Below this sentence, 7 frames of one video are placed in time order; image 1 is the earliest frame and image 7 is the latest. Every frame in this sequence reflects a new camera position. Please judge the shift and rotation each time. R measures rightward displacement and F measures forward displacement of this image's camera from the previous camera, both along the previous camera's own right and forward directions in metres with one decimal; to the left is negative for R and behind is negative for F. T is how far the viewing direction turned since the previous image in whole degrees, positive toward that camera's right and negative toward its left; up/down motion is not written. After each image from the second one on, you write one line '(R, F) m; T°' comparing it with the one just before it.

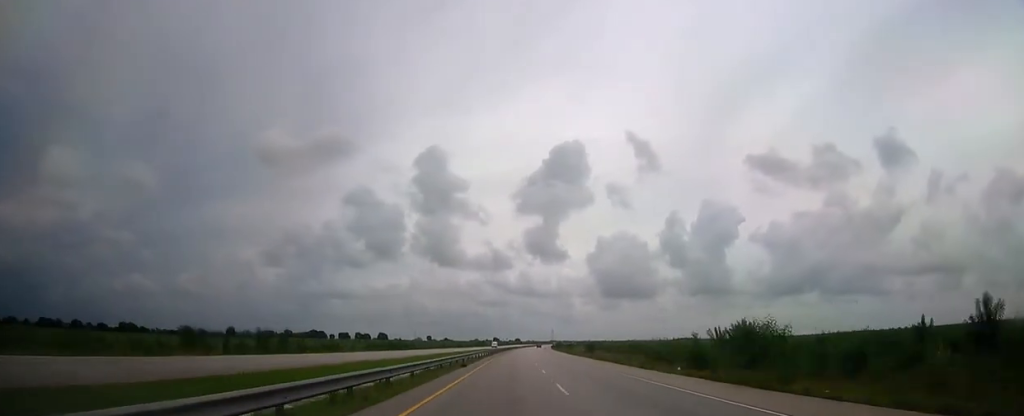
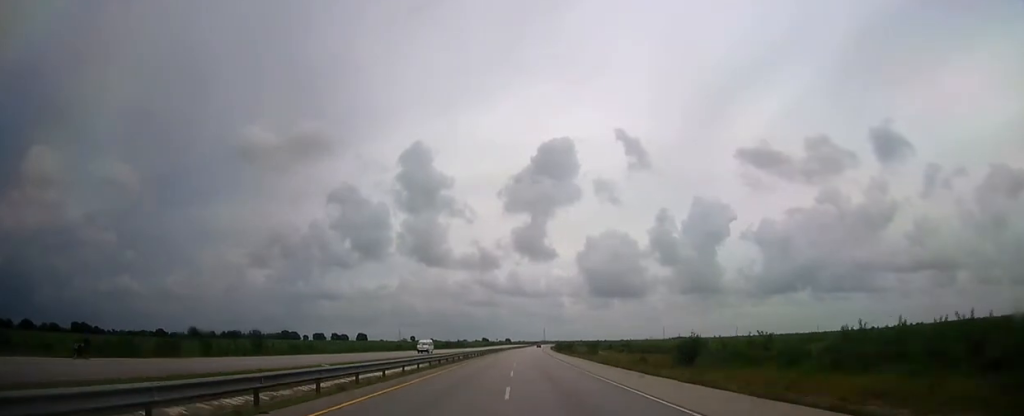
(+0.6, +74.1) m; +1°
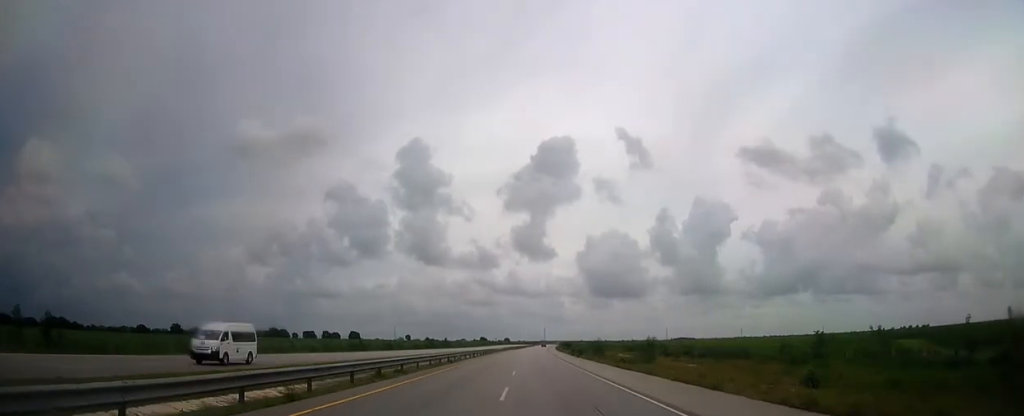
(+0.2, +35.7) m; 0°
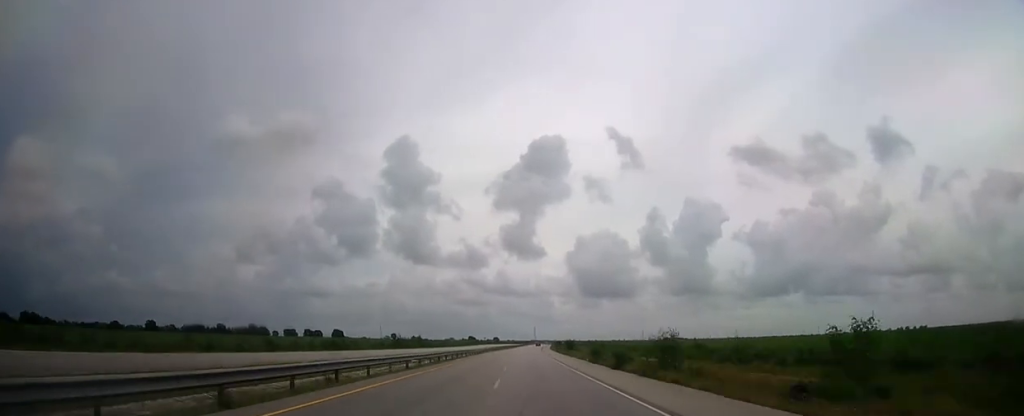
(0.0, +32.4) m; 0°
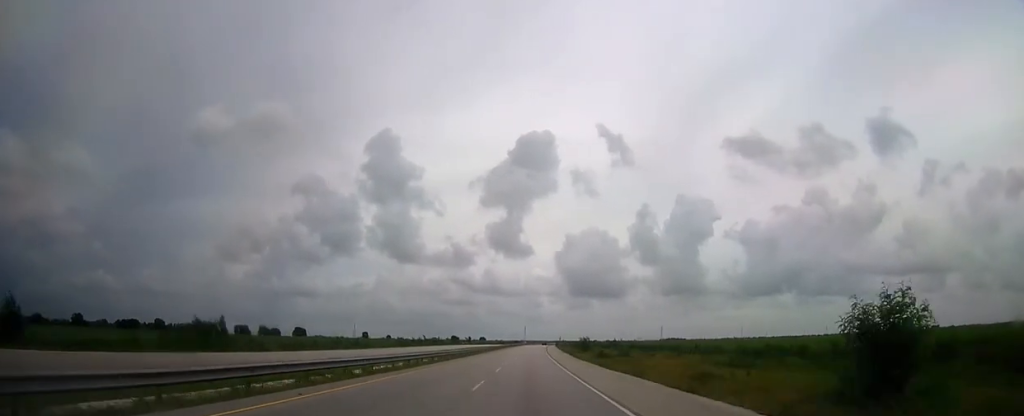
(+1.5, +108.4) m; +1°
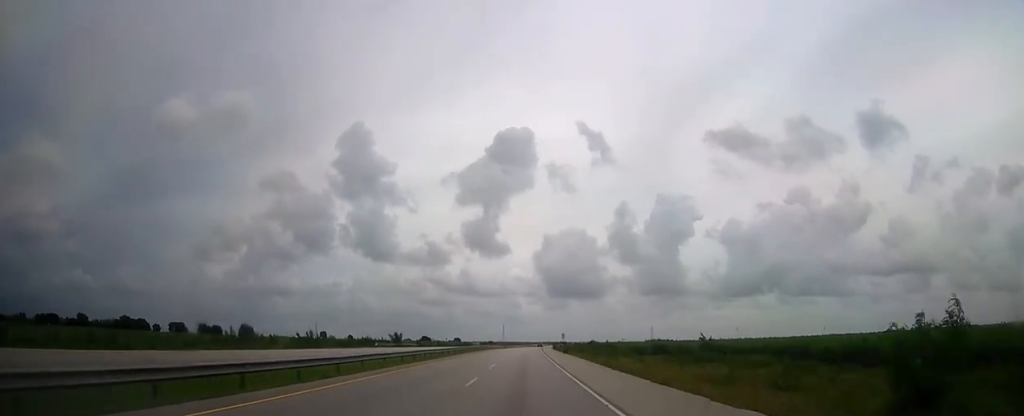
(+1.3, +94.3) m; +1°
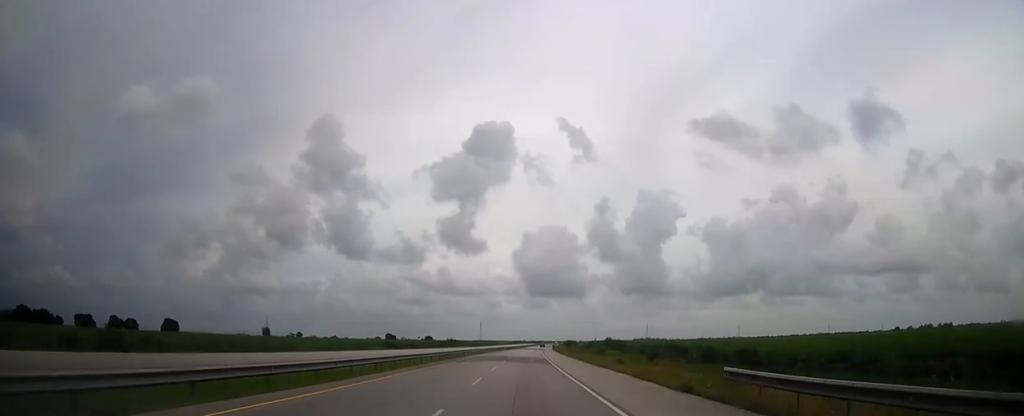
(+1.8, +120.0) m; +2°
